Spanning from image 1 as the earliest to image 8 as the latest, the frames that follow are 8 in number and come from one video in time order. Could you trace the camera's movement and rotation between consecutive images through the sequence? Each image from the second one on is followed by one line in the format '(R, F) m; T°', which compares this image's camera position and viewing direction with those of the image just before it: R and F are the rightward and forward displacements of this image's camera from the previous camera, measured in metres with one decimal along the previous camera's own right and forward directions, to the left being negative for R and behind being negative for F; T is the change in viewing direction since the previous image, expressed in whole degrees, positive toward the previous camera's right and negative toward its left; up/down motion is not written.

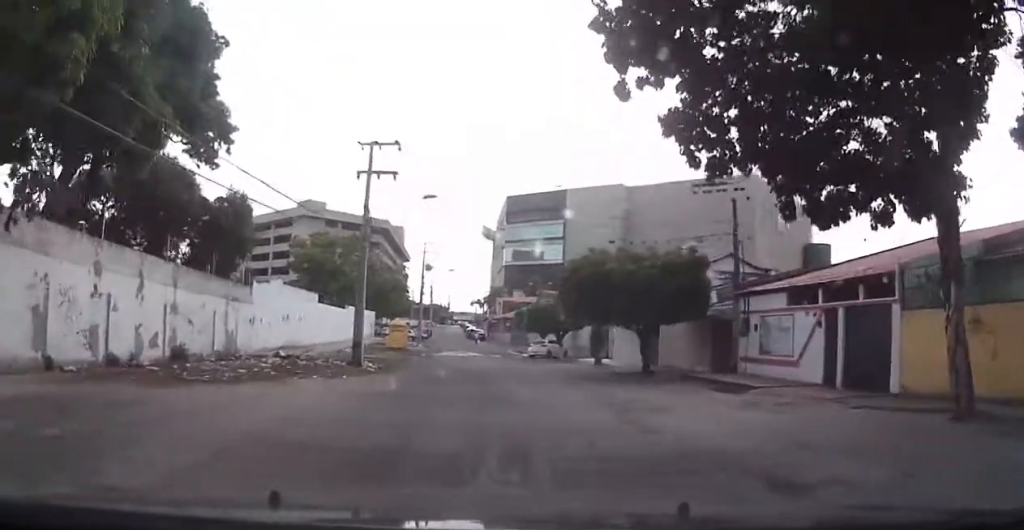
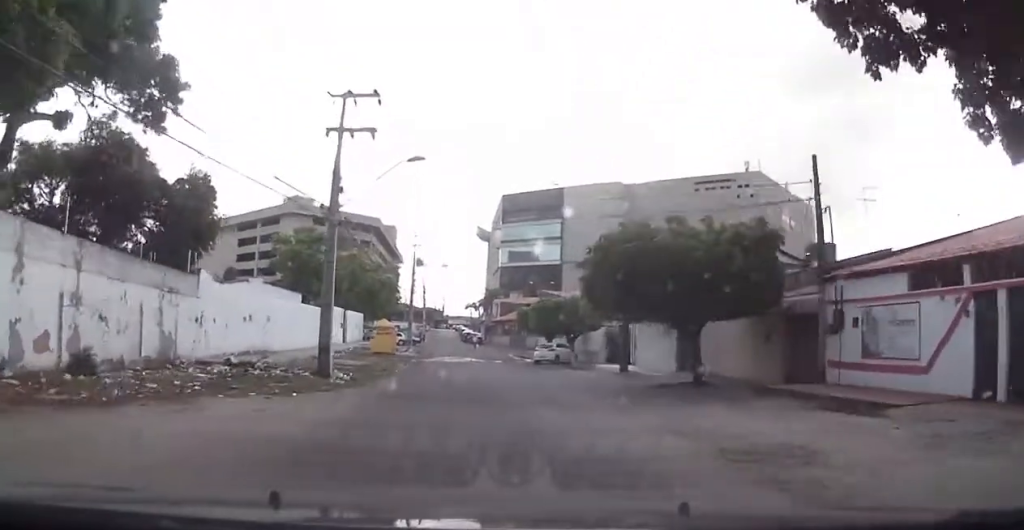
(+0.3, +6.6) m; +1°
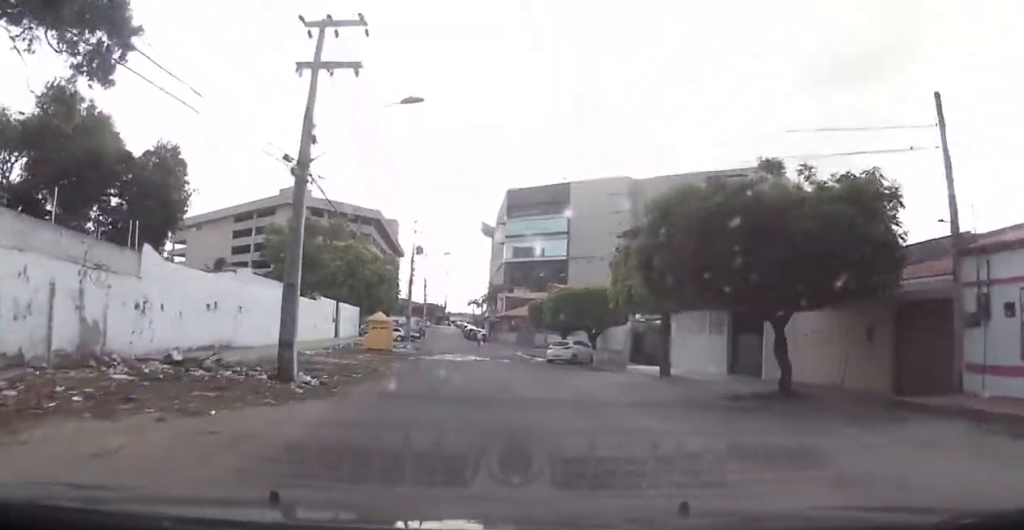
(-0.5, +5.7) m; 0°
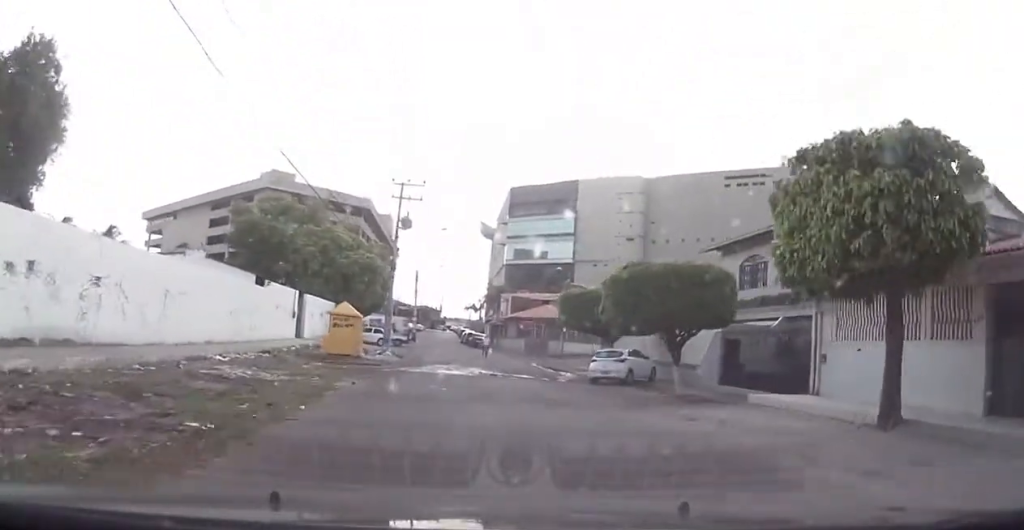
(+0.7, +14.3) m; +1°
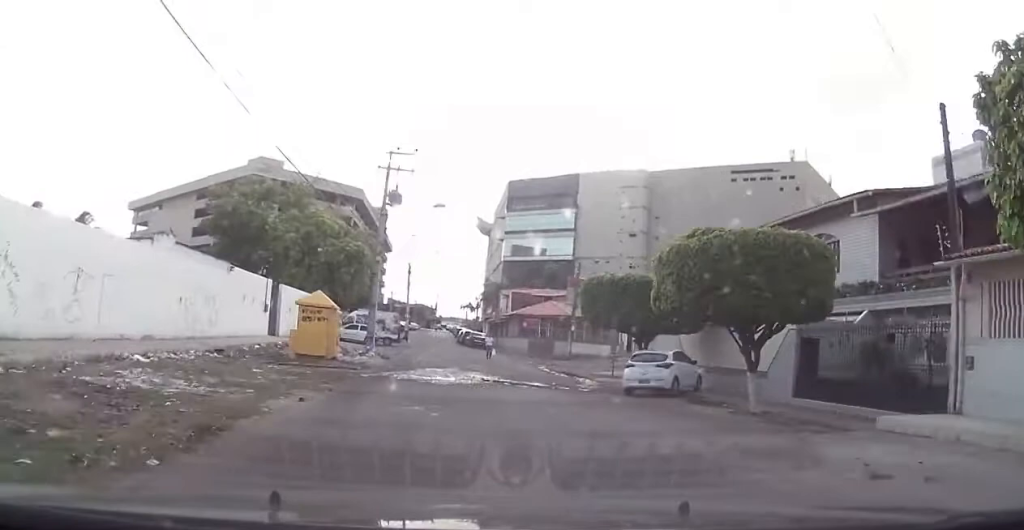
(-0.1, +6.5) m; 0°
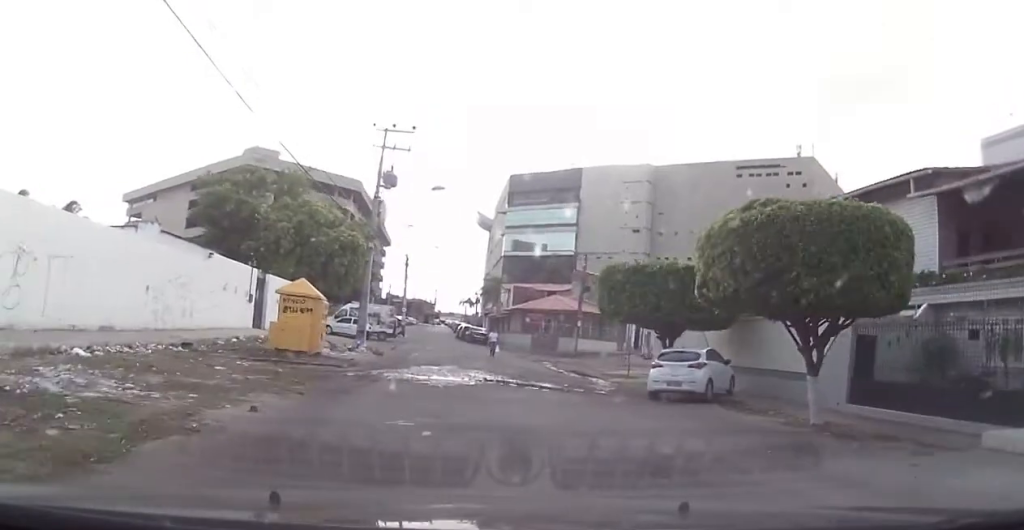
(0.0, +3.4) m; +1°
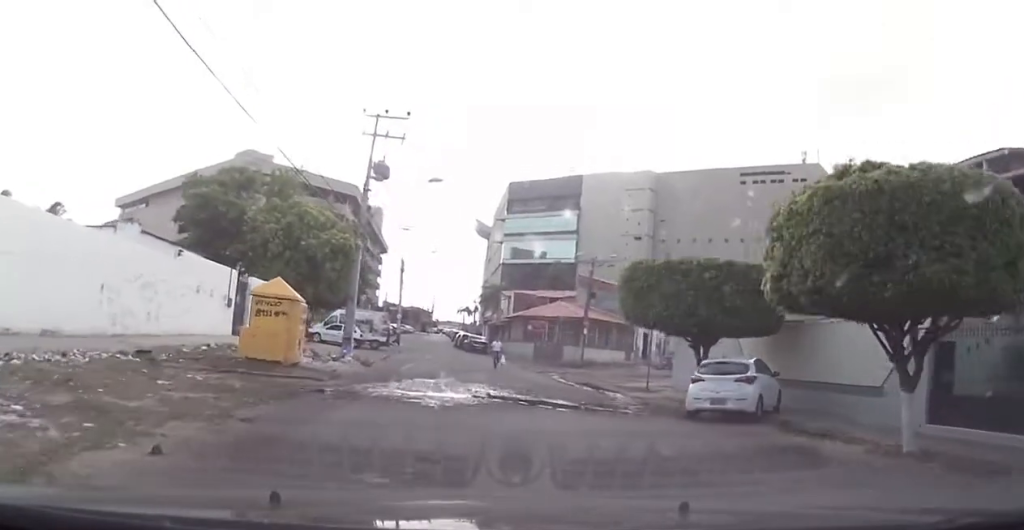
(+0.1, +3.5) m; 0°
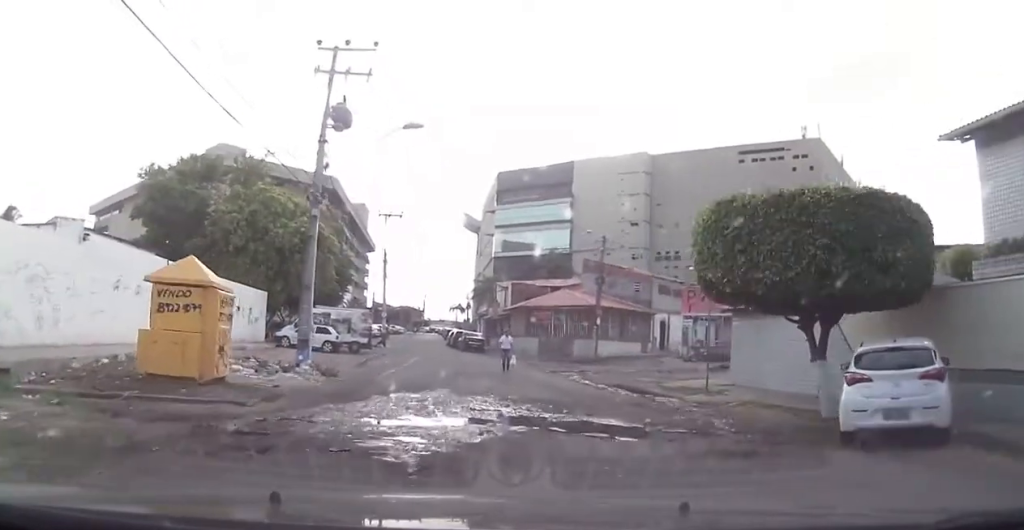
(0.0, +7.5) m; -1°
